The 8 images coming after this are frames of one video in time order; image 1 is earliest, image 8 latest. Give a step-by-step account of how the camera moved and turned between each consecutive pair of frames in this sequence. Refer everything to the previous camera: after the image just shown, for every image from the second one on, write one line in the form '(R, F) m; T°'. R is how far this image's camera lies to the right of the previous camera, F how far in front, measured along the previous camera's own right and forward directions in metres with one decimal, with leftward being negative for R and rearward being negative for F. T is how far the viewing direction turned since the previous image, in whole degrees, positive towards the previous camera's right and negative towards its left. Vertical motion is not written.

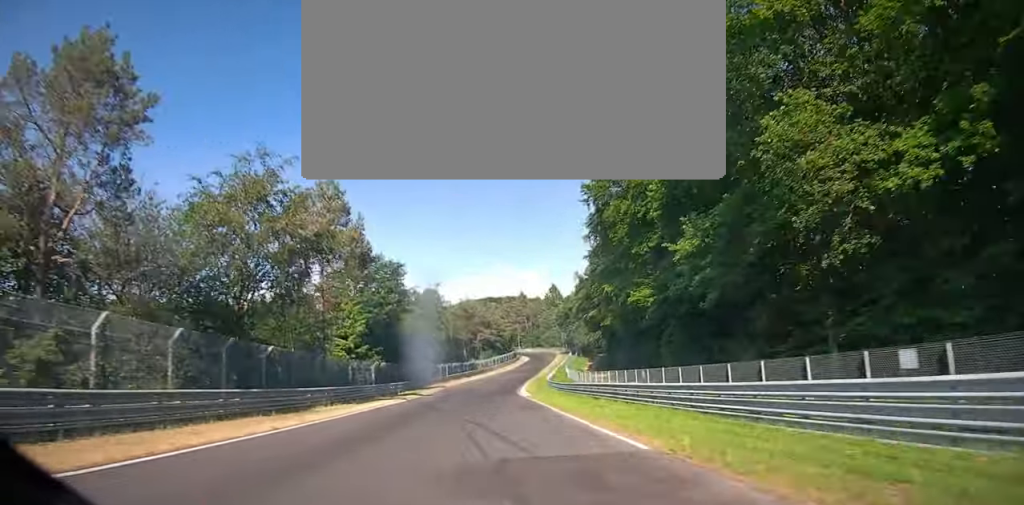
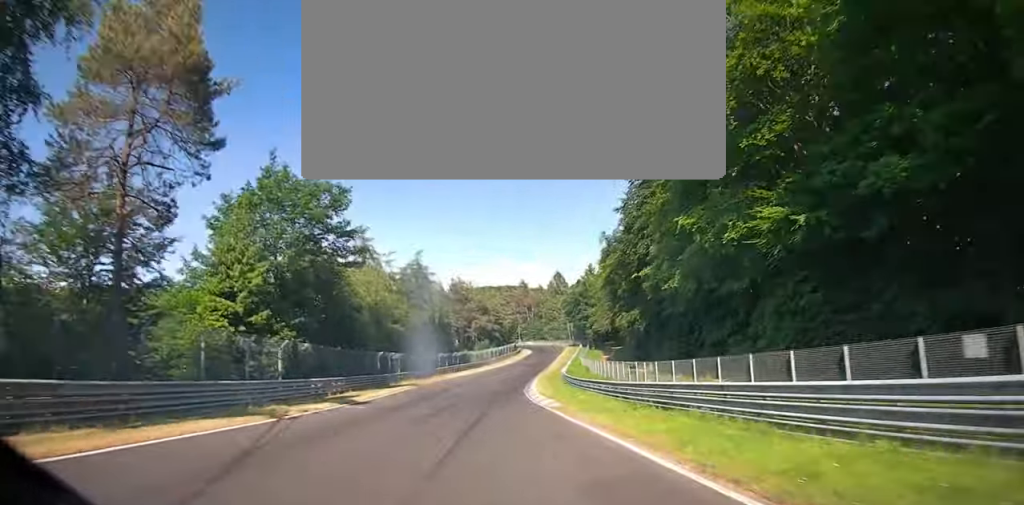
(+0.3, +20.7) m; +1°
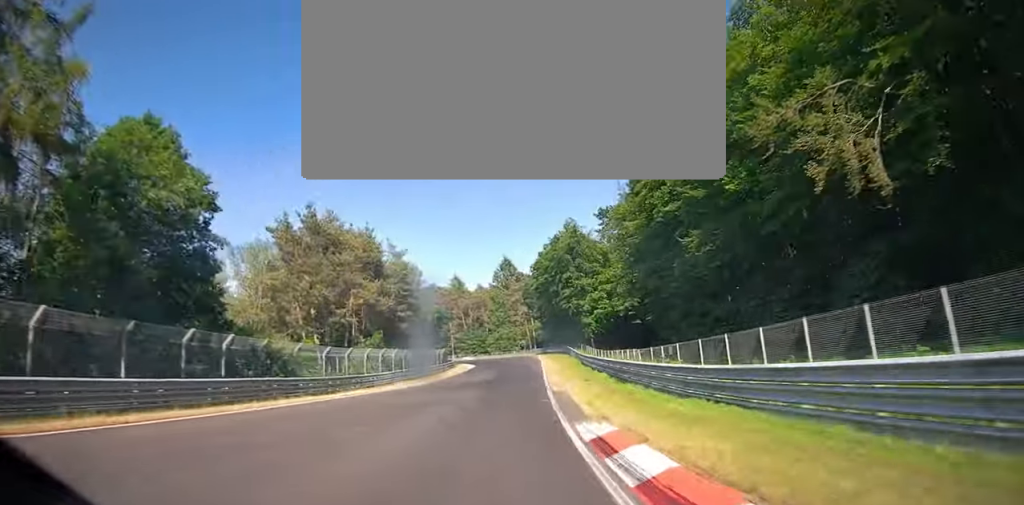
(+2.5, +60.3) m; +4°
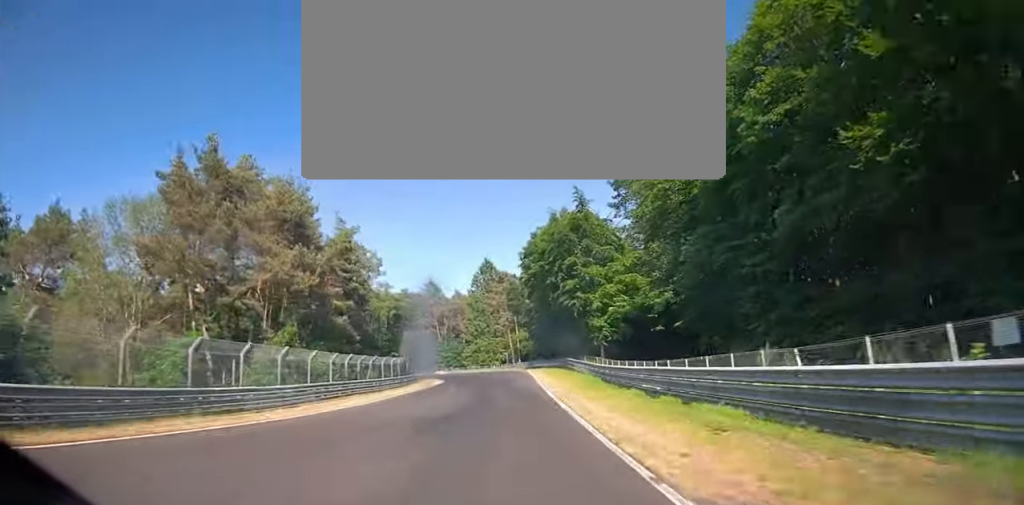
(+0.1, +17.6) m; 0°
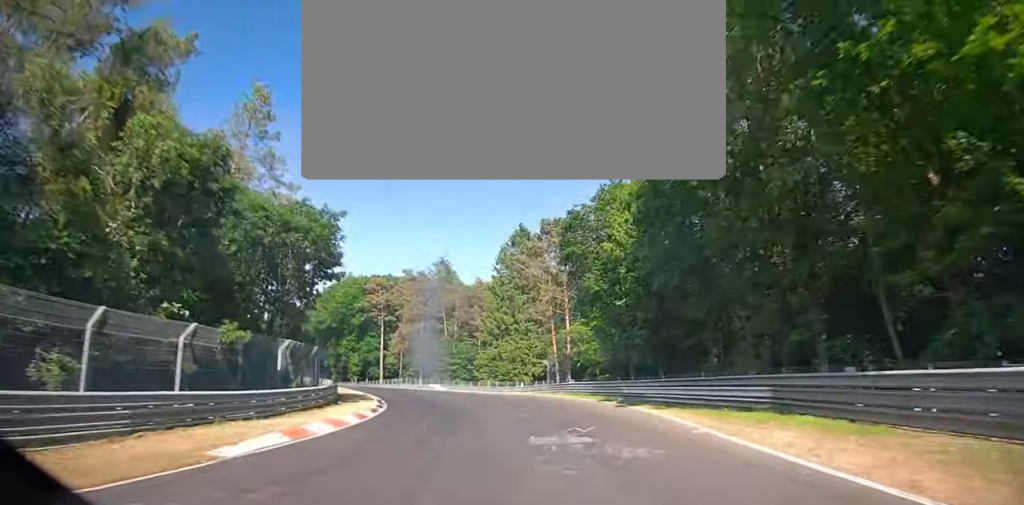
(-0.5, +41.9) m; -6°
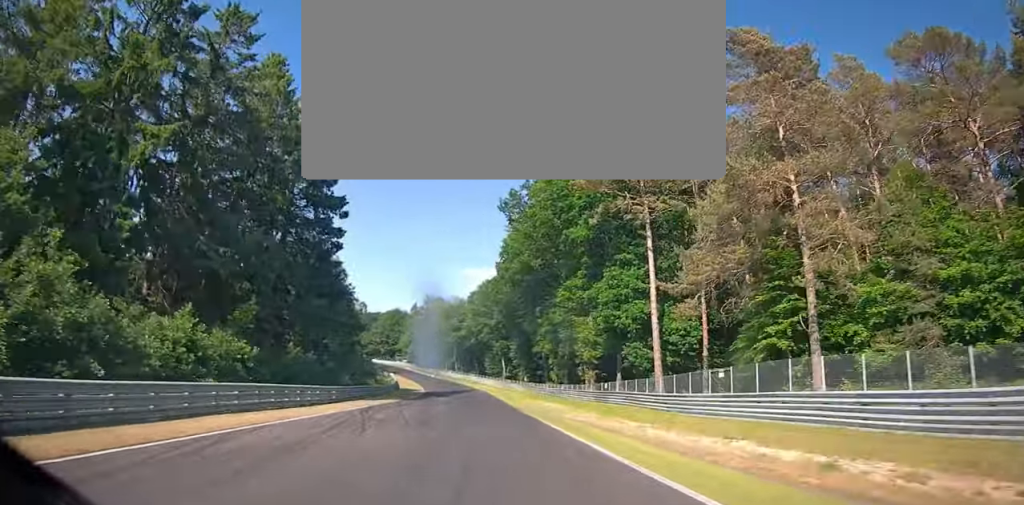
(-9.1, +69.5) m; -16°
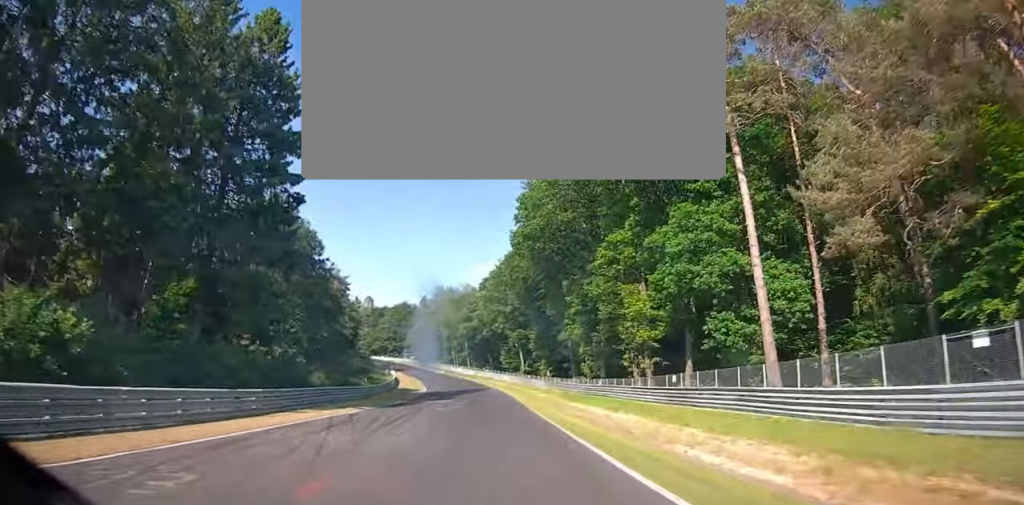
(-1.7, +14.6) m; -4°
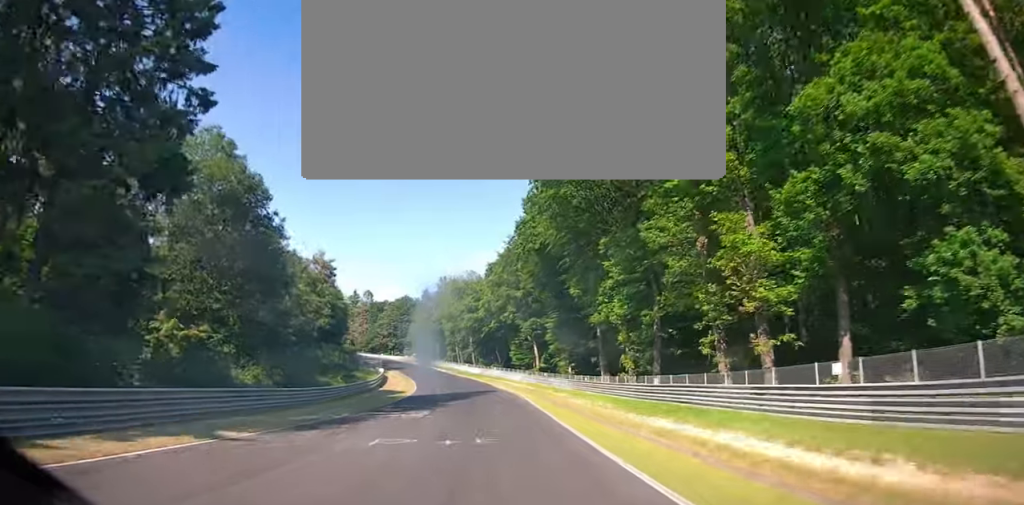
(-0.8, +15.3) m; -4°
